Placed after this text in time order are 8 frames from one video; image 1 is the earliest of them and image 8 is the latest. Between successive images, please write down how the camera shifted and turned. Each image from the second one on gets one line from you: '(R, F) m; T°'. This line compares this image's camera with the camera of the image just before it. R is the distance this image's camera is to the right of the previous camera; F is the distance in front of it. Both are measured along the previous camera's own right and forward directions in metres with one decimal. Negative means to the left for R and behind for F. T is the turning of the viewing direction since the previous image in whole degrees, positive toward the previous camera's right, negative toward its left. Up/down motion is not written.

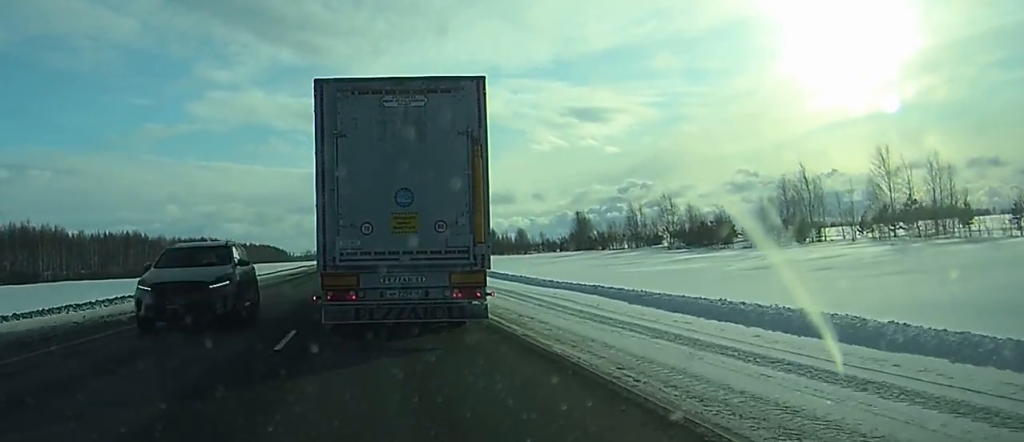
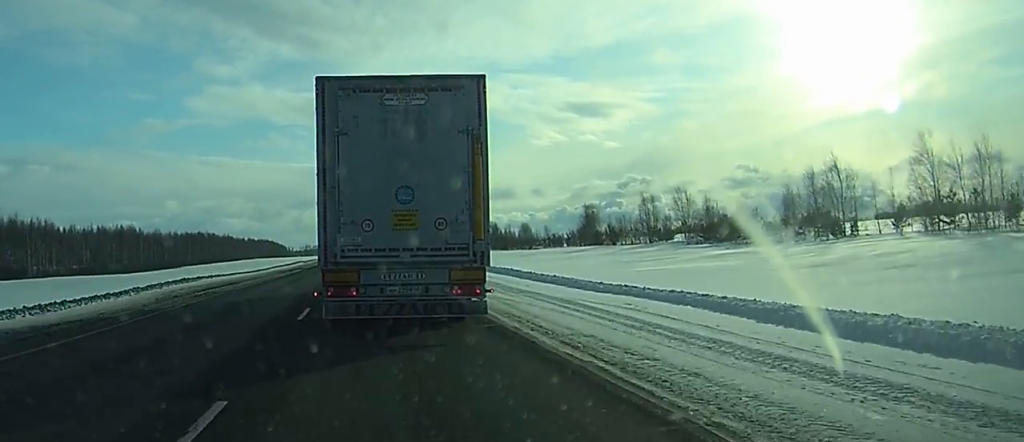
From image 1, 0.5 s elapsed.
(0.0, +7.4) m; 0°
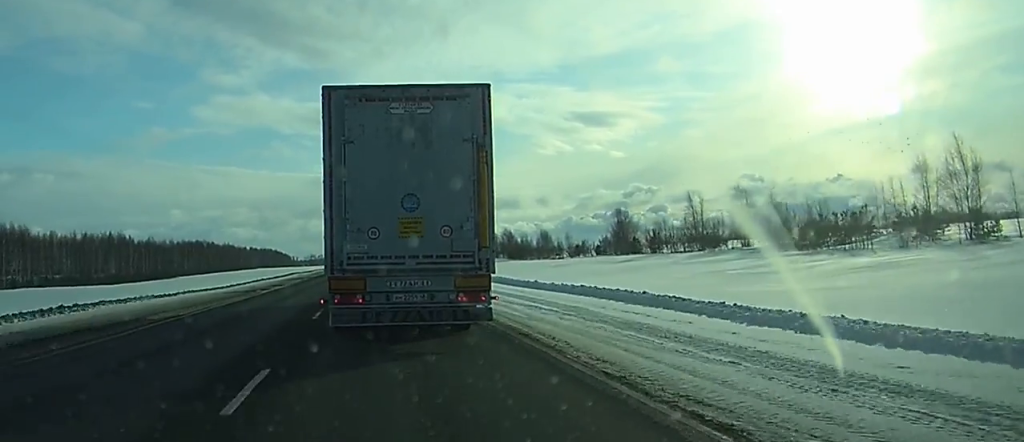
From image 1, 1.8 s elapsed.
(-0.1, +20.6) m; 0°
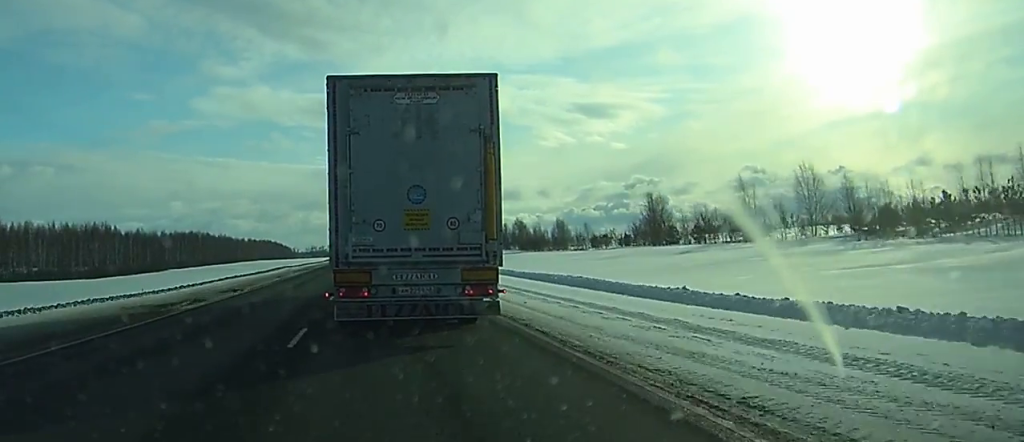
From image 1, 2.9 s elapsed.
(0.0, +18.4) m; 0°
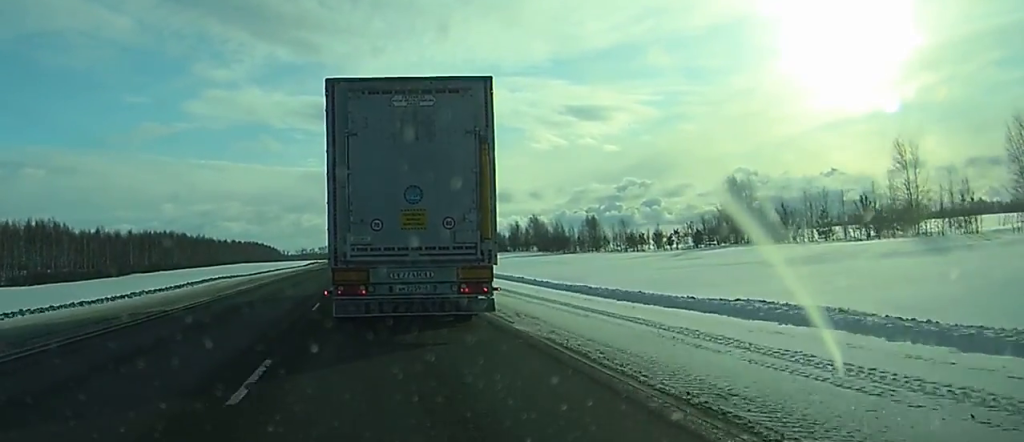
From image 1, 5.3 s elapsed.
(-0.2, +39.8) m; 0°
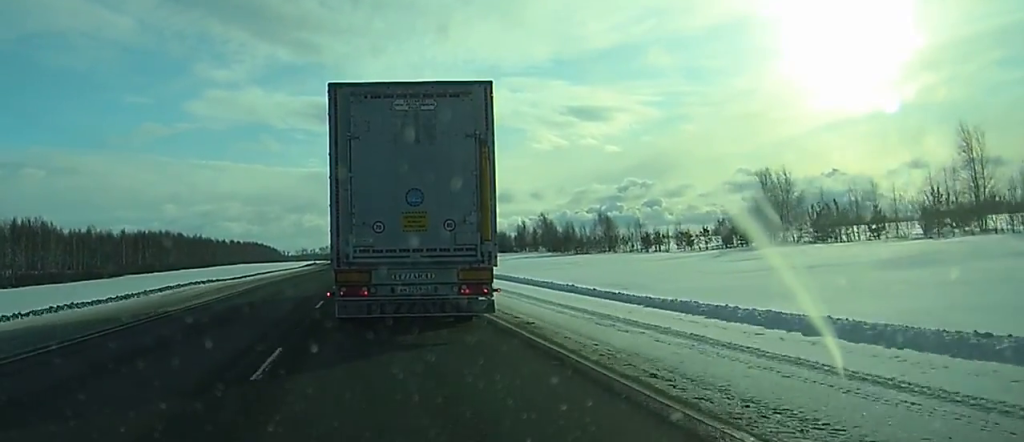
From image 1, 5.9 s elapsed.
(0.0, +10.3) m; 0°
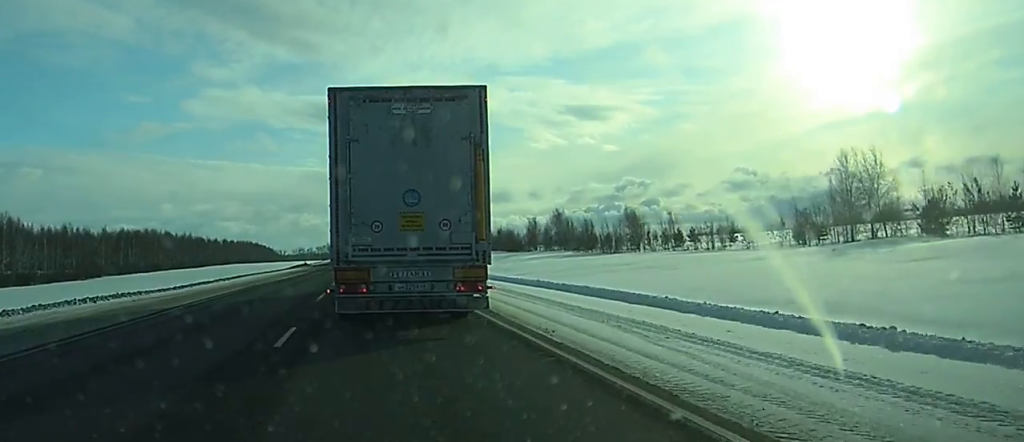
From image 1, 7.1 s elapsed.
(+0.2, +20.9) m; +1°
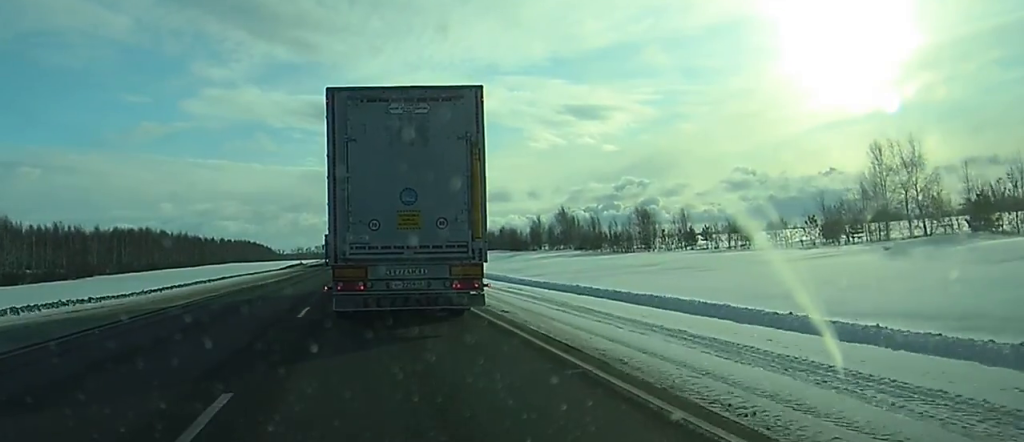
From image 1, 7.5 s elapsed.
(0.0, +7.0) m; 0°
